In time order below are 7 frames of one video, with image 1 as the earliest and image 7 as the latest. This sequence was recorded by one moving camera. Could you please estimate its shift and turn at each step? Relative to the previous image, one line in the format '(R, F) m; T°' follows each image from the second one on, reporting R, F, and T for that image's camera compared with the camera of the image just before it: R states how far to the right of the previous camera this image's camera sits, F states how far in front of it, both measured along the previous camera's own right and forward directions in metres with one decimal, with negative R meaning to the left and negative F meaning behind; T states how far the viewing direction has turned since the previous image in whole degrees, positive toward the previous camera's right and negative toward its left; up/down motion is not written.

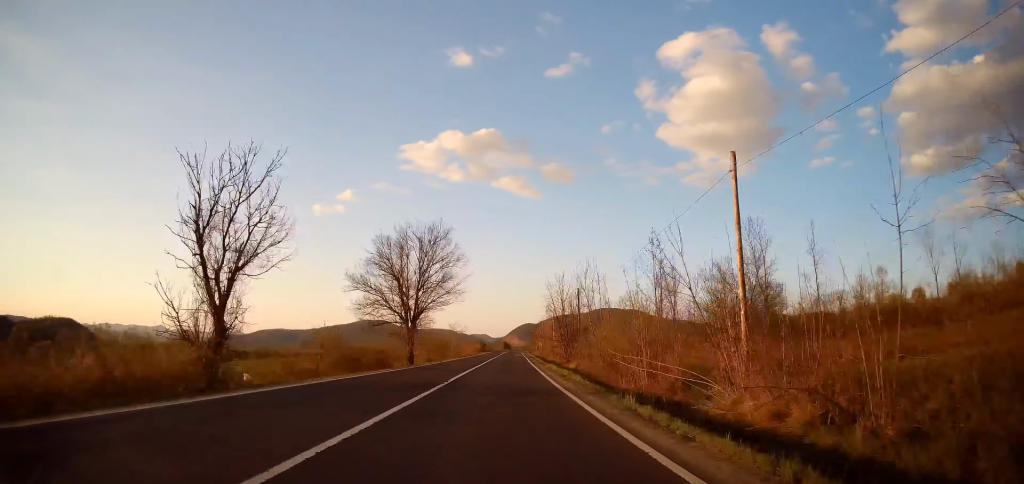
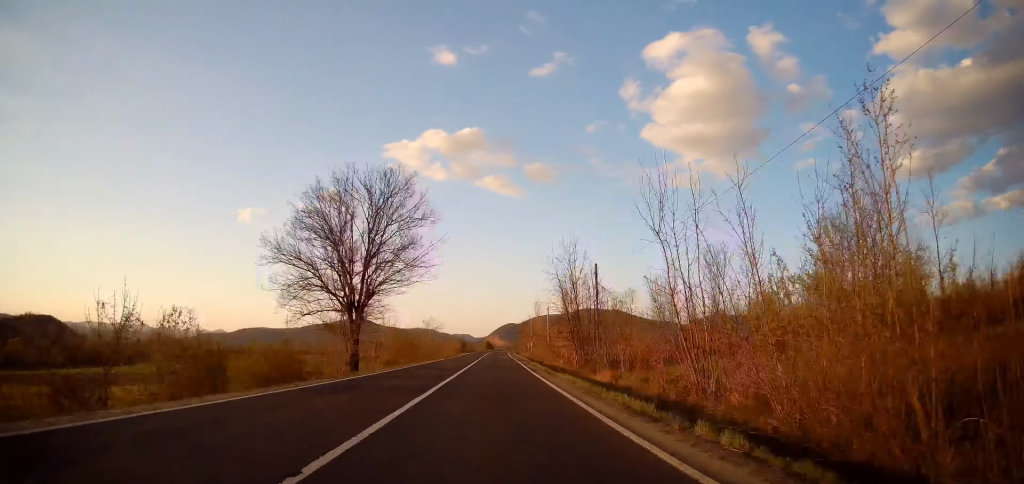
(+0.3, +14.1) m; +2°
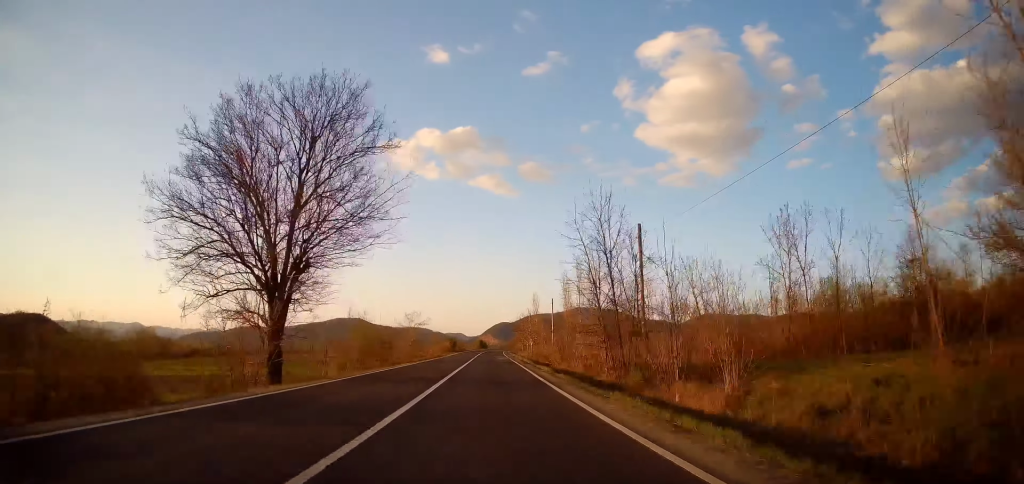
(-0.1, +10.8) m; +2°
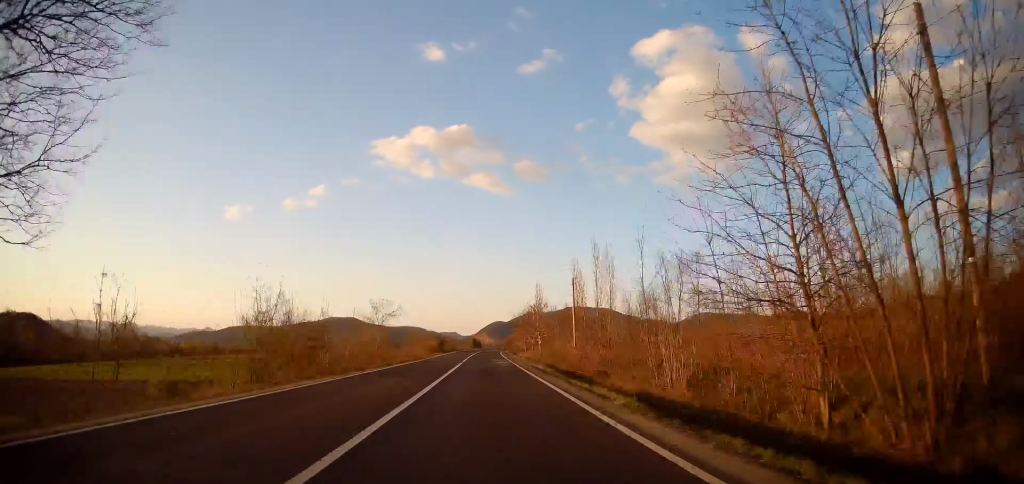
(+0.6, +16.8) m; +2°
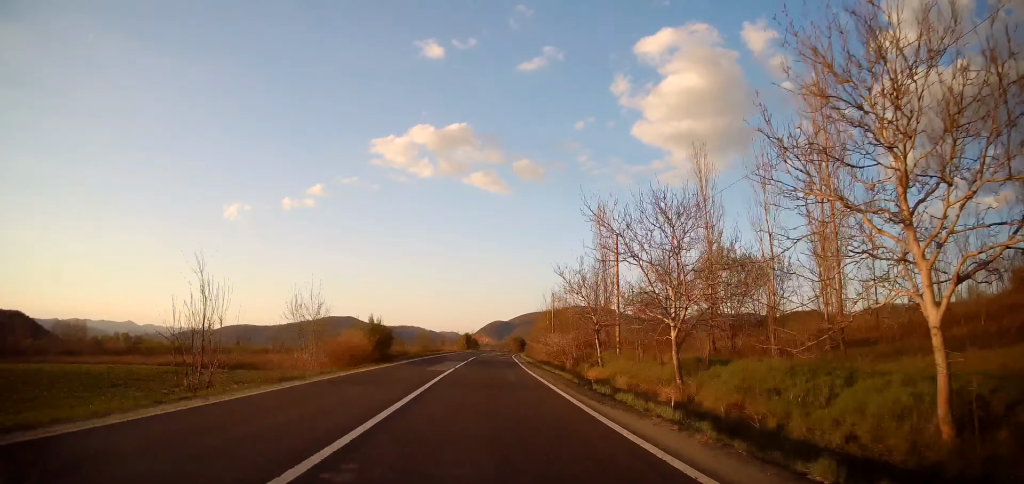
(+0.7, +49.0) m; +1°
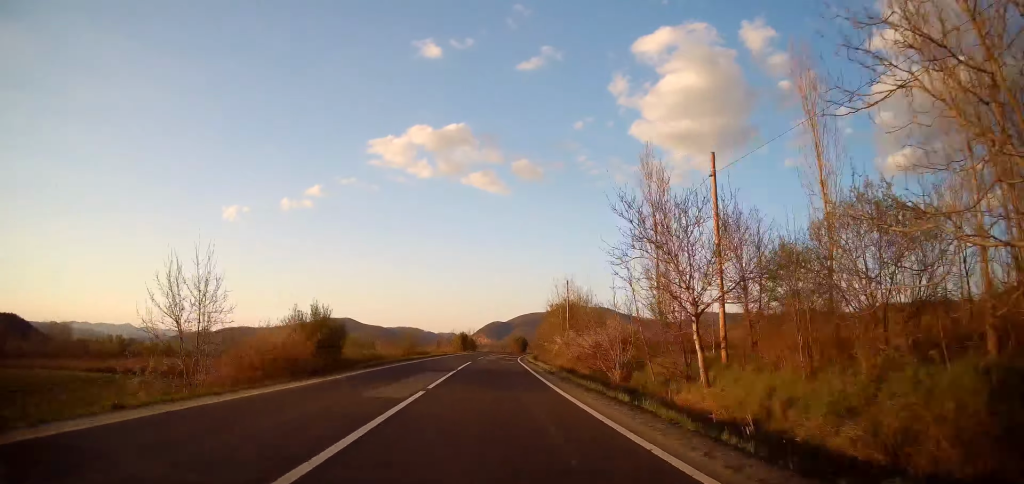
(-0.1, +13.1) m; 0°
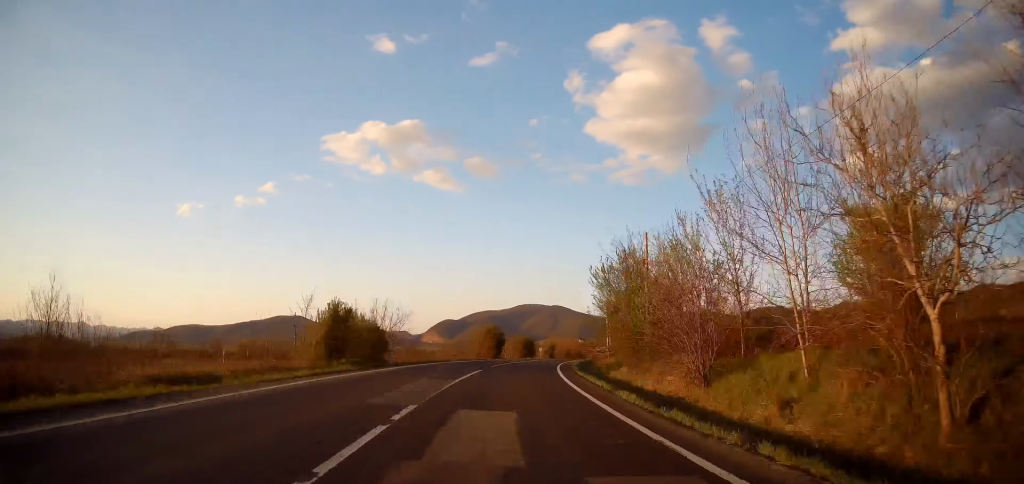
(+1.1, +63.5) m; +3°
